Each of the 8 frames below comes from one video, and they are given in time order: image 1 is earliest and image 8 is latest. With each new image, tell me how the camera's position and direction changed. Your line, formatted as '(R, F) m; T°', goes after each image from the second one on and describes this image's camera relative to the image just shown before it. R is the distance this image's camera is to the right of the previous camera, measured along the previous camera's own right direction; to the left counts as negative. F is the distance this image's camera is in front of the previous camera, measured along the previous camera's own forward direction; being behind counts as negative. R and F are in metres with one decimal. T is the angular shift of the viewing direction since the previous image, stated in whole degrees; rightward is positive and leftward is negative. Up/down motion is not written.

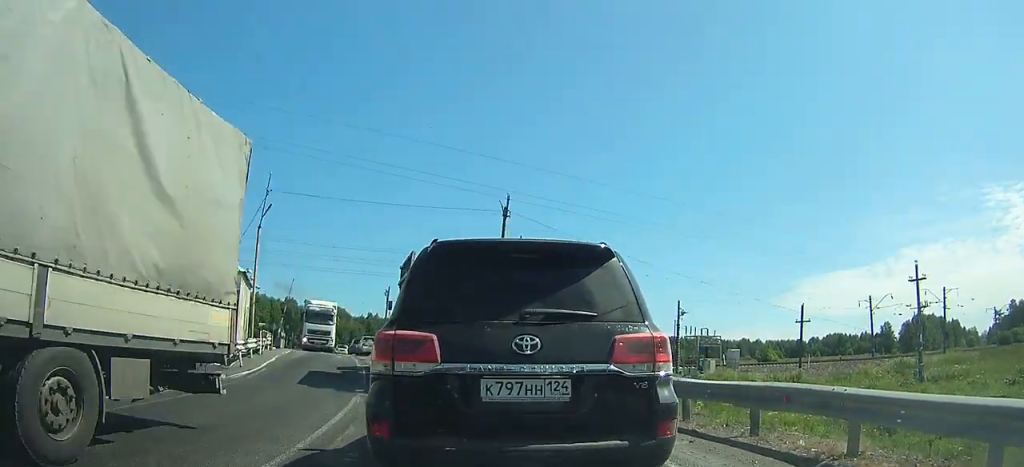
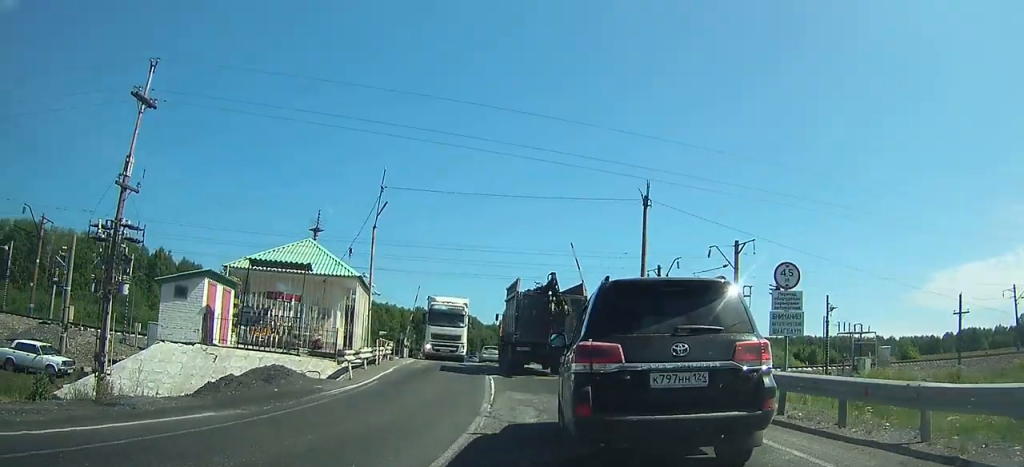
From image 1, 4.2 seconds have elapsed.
(-0.3, +4.6) m; -4°
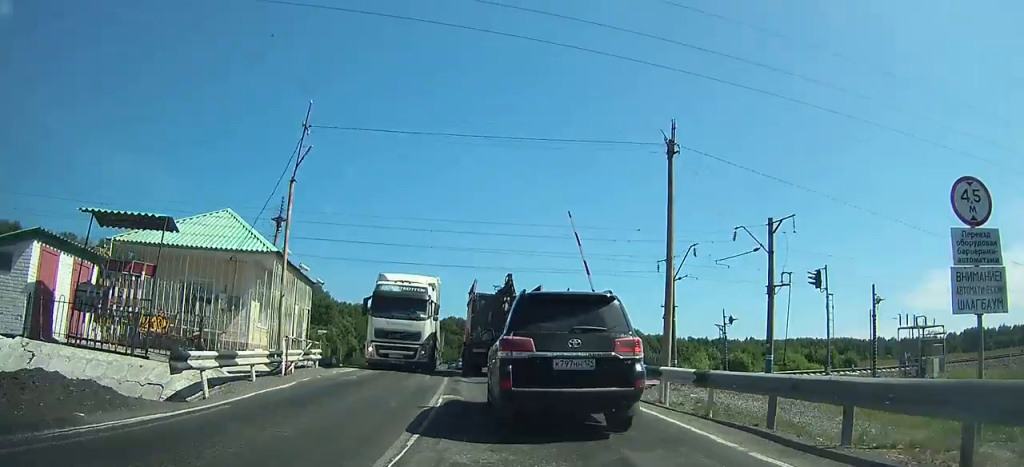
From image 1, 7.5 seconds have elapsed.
(0.0, +6.0) m; -1°
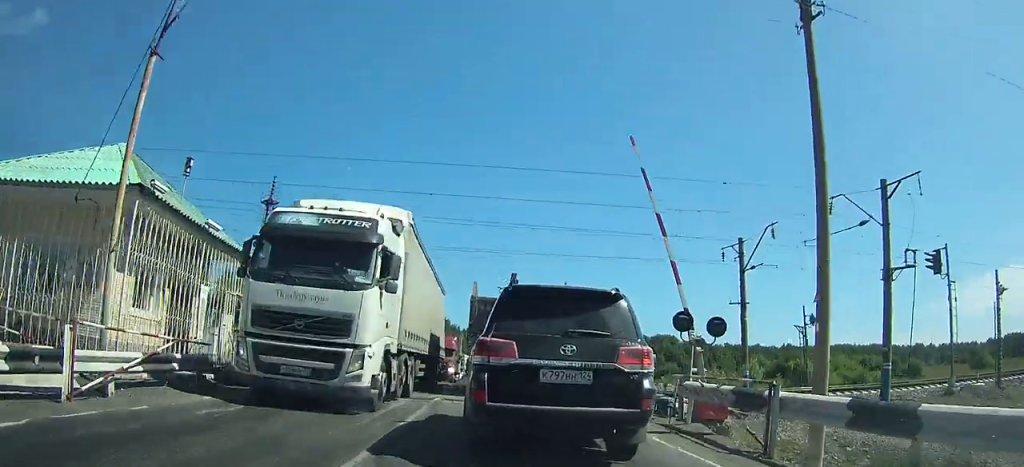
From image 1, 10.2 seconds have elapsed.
(-0.1, +5.9) m; -2°
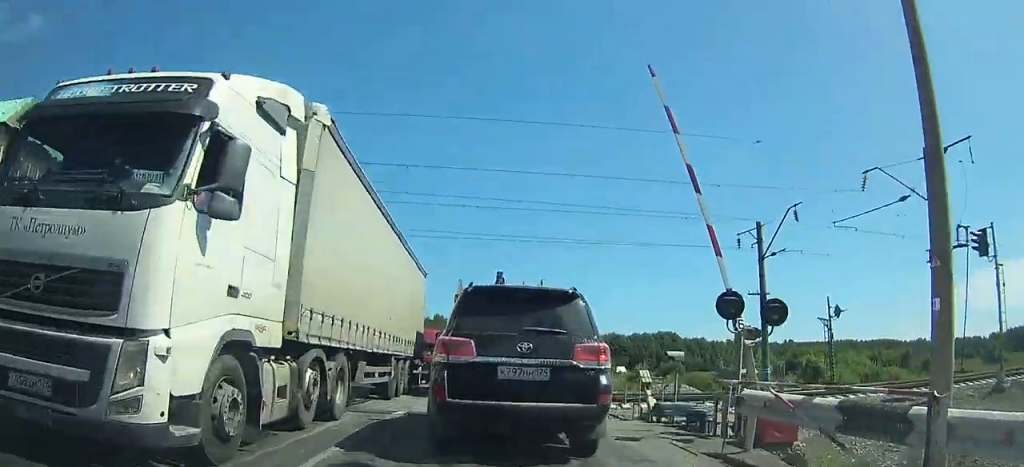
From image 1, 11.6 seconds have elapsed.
(0.0, +3.2) m; -1°
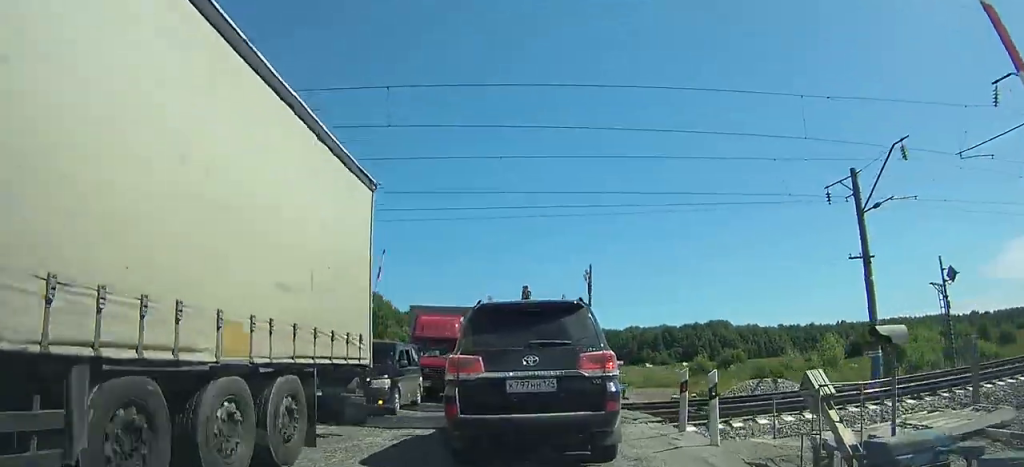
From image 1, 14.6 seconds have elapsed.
(-0.2, +6.4) m; -5°
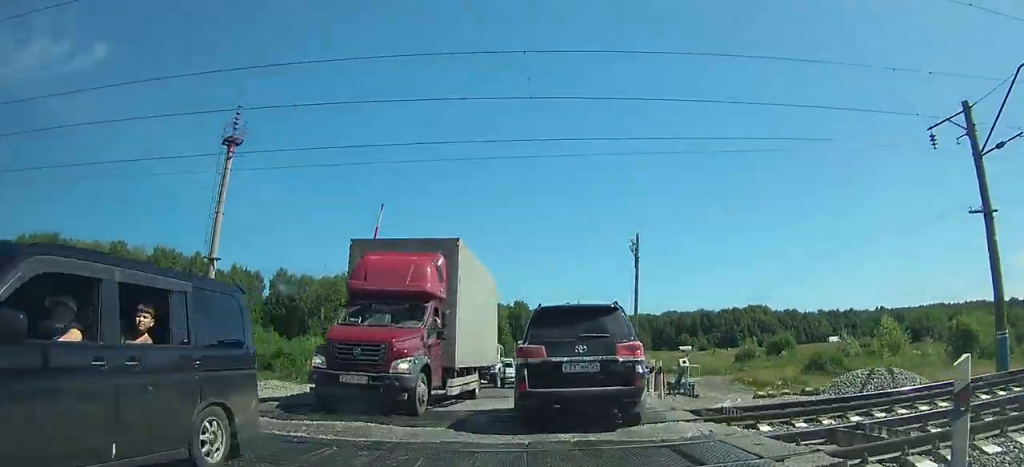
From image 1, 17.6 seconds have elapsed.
(-0.3, +6.0) m; -2°
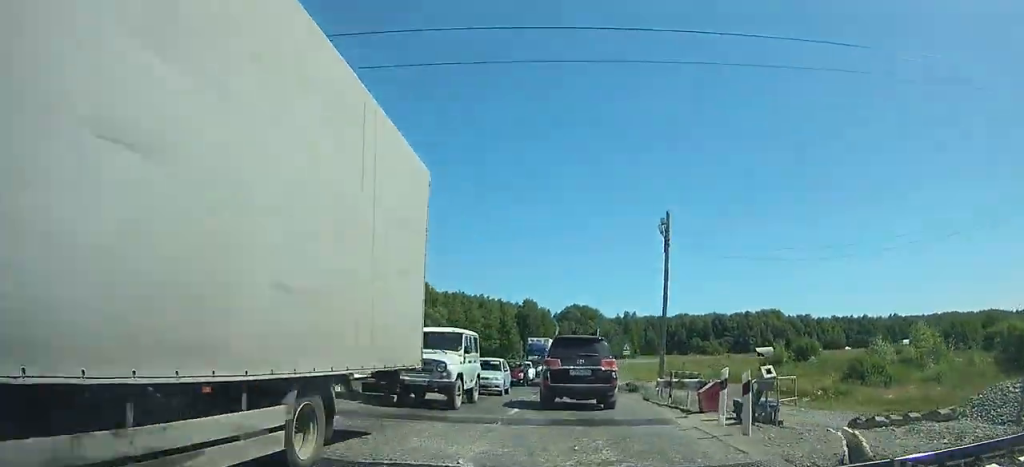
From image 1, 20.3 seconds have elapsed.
(+0.1, +5.8) m; +1°
